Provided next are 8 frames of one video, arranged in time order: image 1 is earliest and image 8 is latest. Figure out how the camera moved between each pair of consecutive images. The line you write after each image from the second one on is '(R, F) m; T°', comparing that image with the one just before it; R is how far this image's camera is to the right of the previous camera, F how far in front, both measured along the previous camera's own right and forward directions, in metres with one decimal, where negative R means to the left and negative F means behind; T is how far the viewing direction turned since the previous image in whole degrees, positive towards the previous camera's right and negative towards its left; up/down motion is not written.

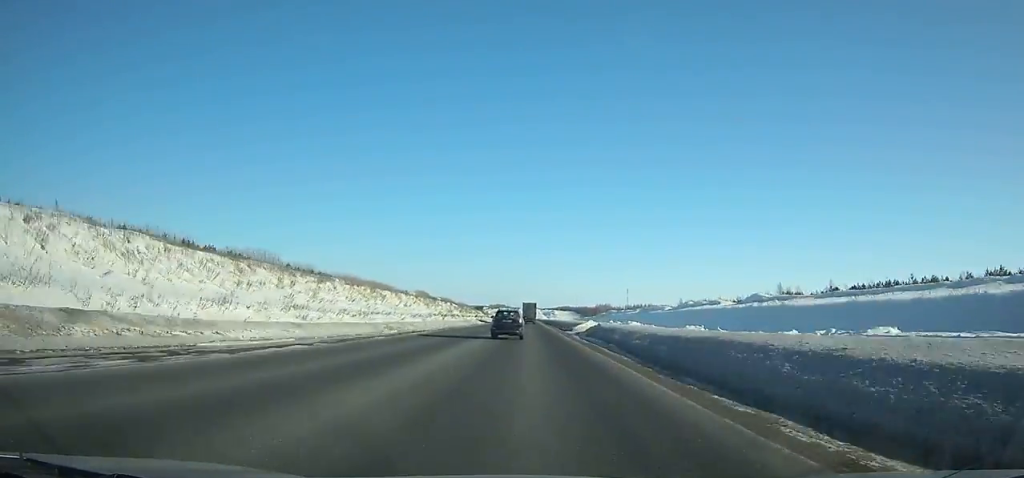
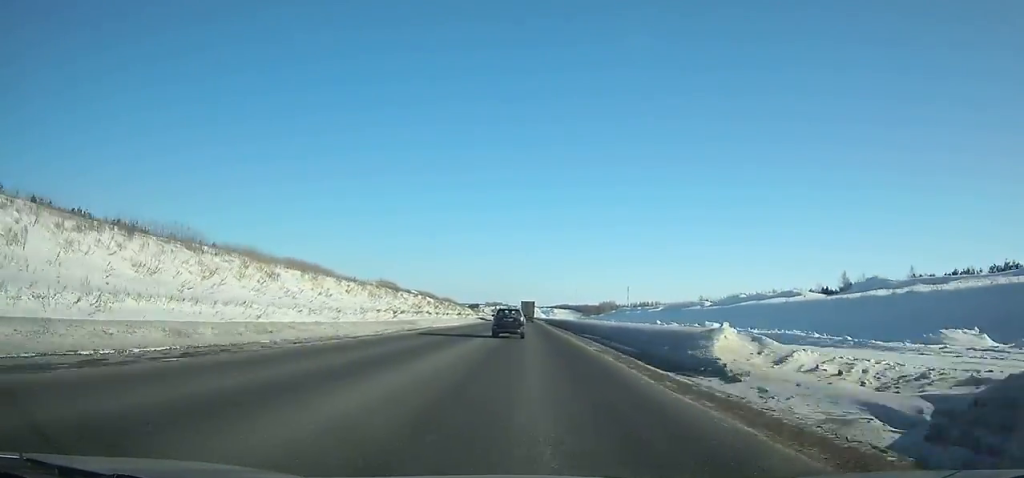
(-0.1, +44.2) m; 0°
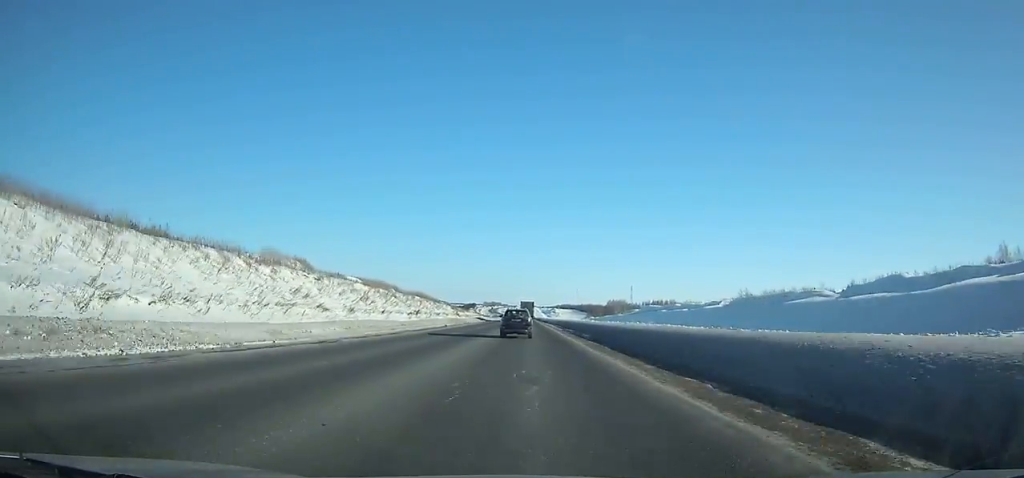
(0.0, +59.4) m; 0°
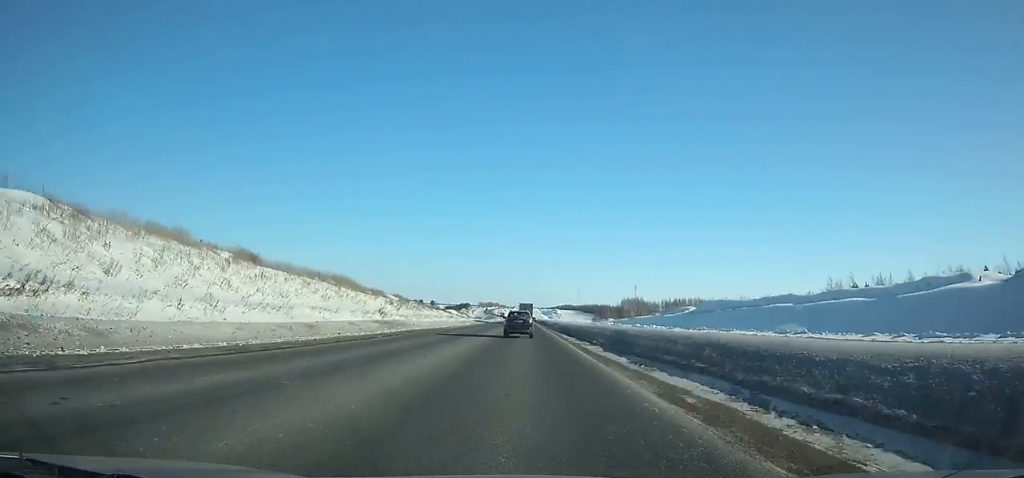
(+0.2, +78.4) m; 0°
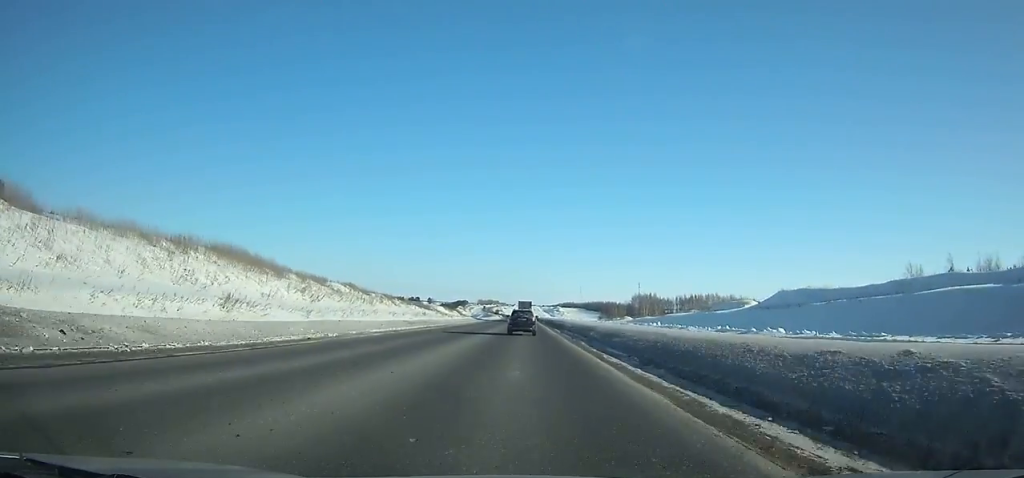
(0.0, +41.4) m; 0°
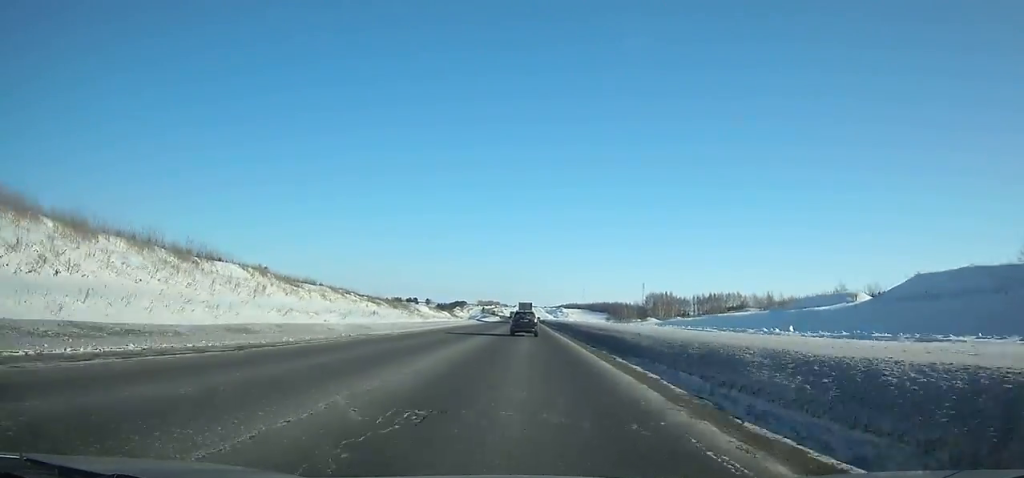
(-0.1, +38.8) m; 0°
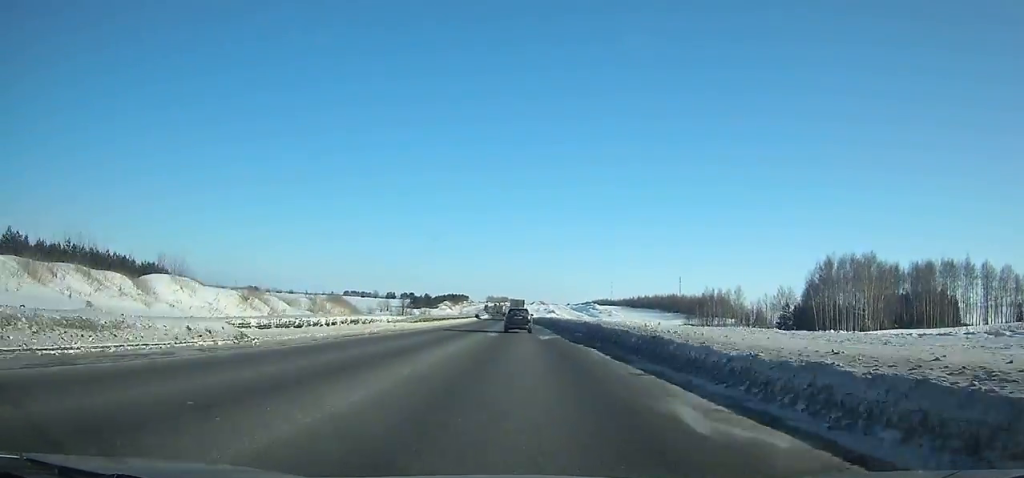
(-2.0, +186.9) m; -2°
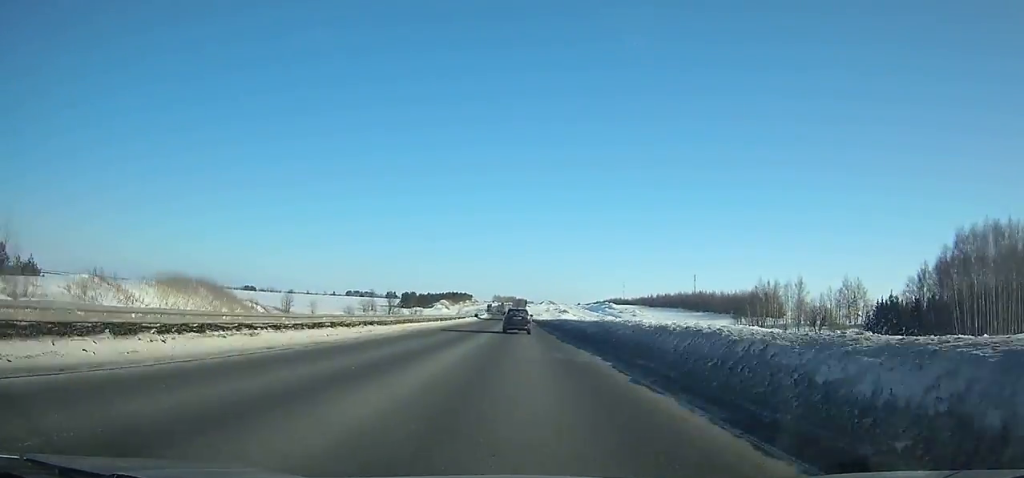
(-0.5, +50.7) m; -1°
